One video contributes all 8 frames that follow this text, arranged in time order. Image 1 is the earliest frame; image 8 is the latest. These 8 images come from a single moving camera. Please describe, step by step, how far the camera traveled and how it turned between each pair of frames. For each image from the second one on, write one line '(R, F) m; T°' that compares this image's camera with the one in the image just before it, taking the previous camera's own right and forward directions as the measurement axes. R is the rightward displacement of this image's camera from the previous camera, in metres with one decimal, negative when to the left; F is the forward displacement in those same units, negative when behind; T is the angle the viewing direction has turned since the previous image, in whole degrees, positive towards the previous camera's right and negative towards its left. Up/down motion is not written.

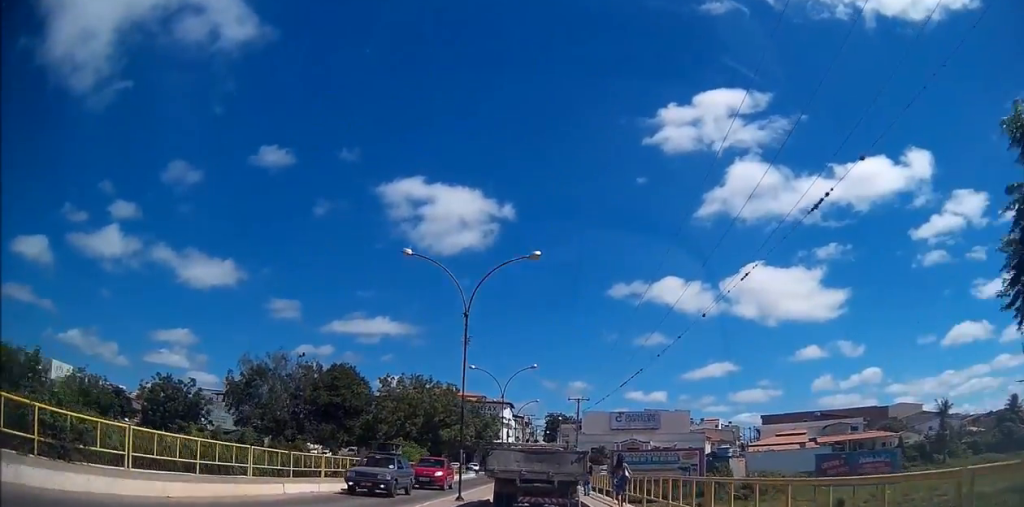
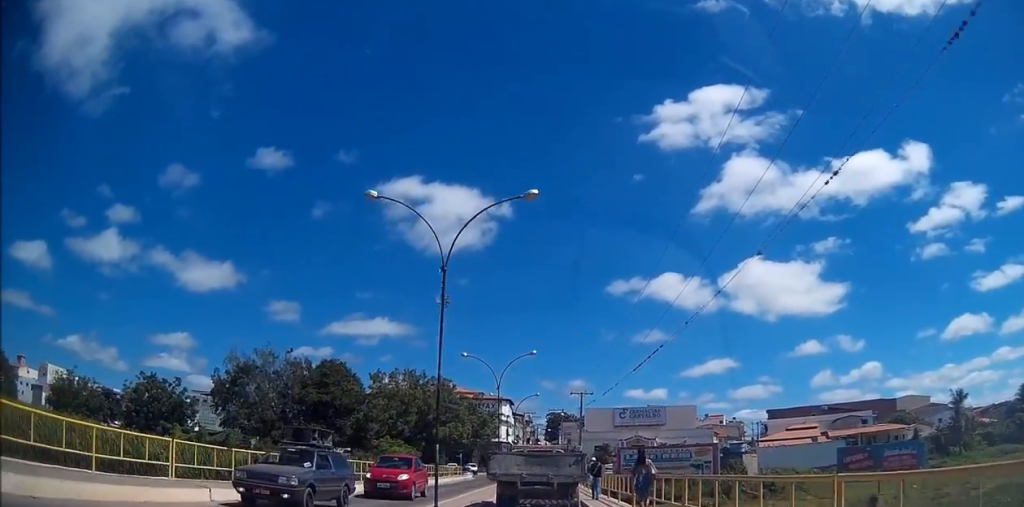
(+0.1, +3.6) m; +2°
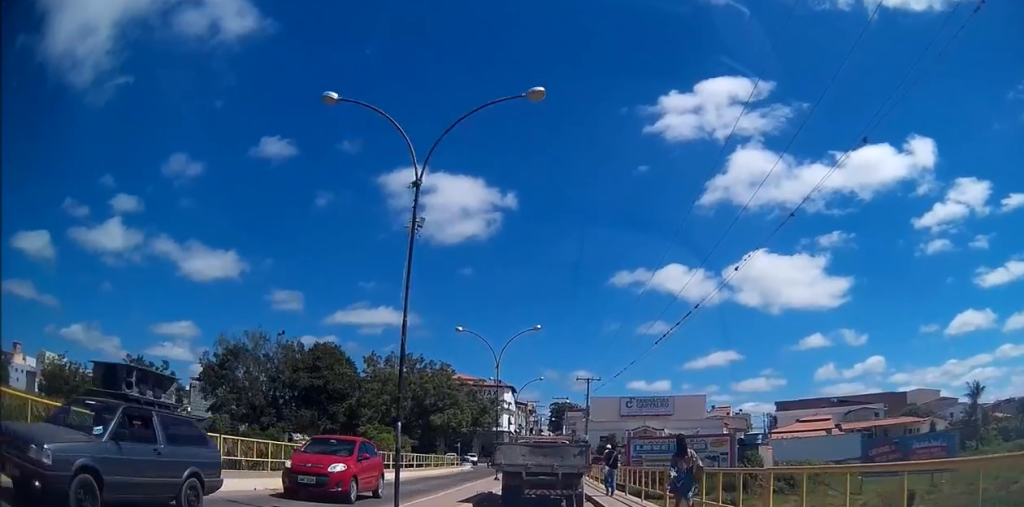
(0.0, +3.6) m; 0°
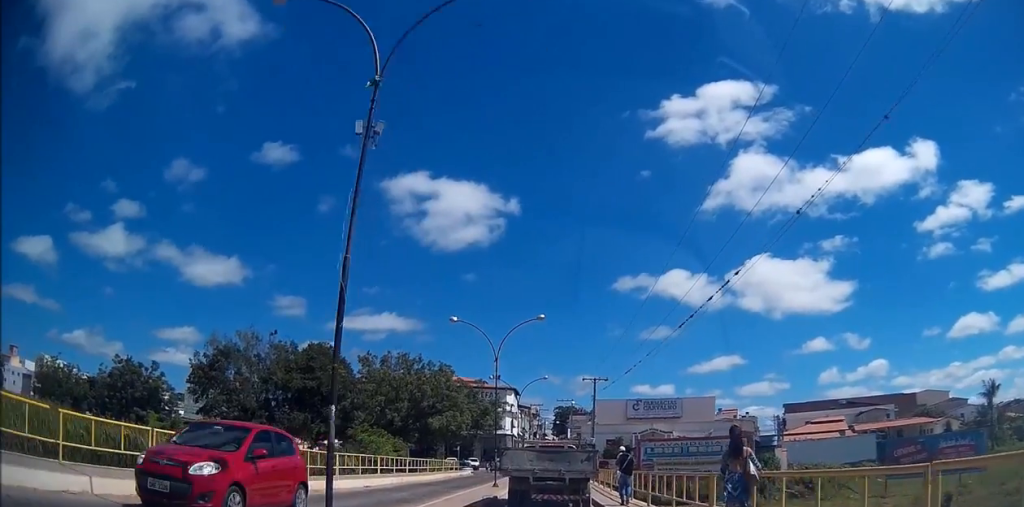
(0.0, +3.0) m; 0°
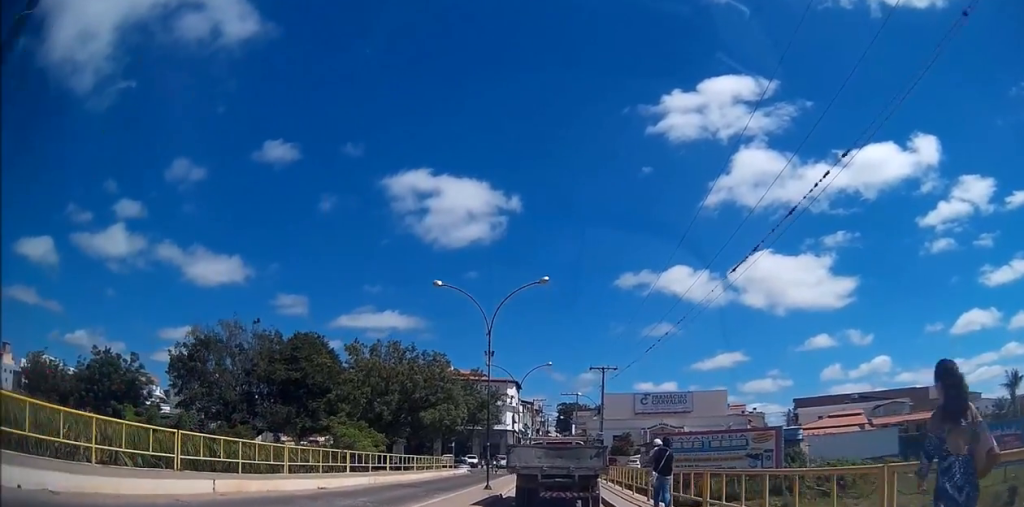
(0.0, +4.9) m; 0°
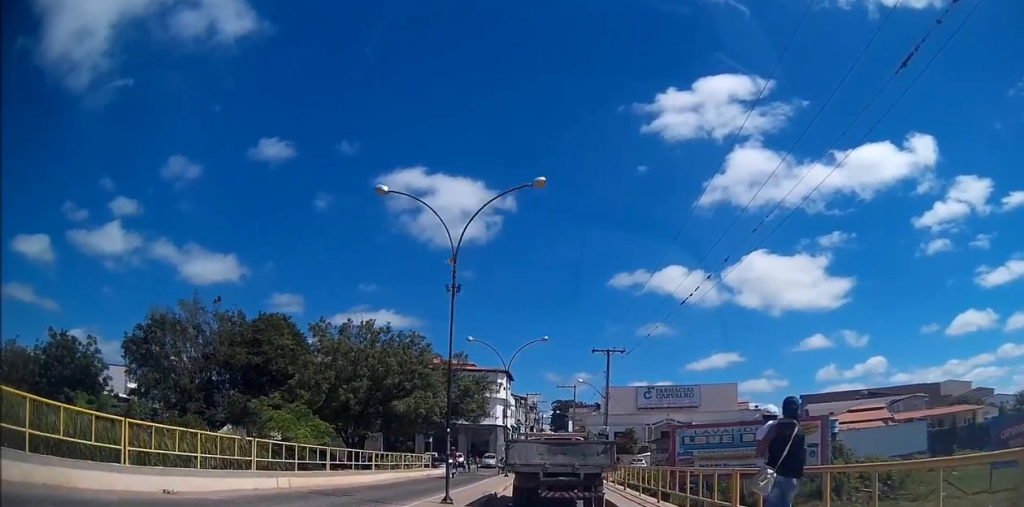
(0.0, +7.6) m; 0°
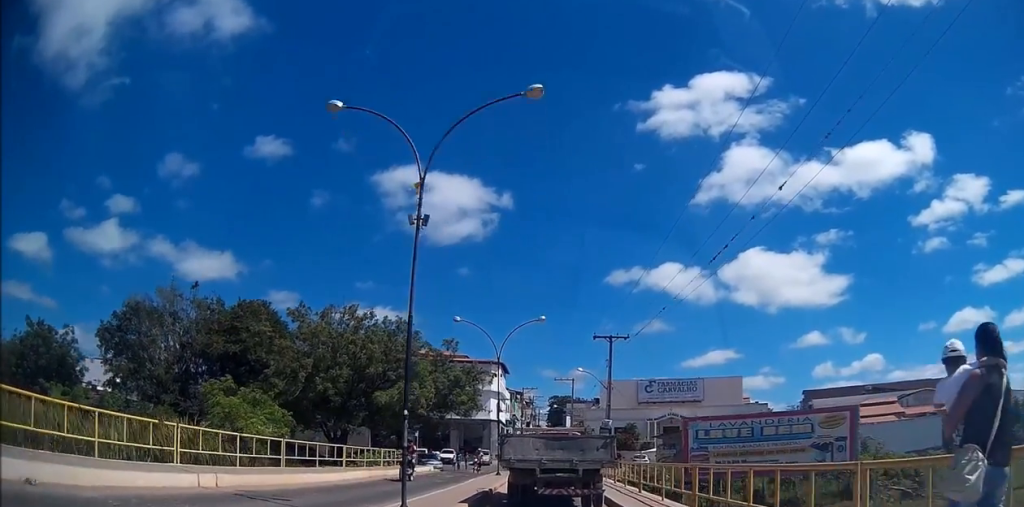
(0.0, +3.9) m; 0°
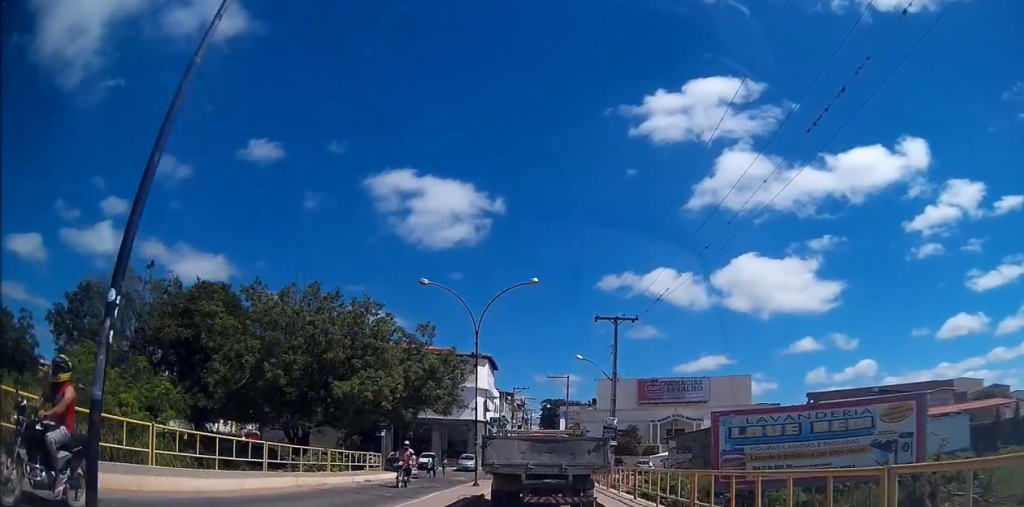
(-0.1, +7.2) m; -2°
